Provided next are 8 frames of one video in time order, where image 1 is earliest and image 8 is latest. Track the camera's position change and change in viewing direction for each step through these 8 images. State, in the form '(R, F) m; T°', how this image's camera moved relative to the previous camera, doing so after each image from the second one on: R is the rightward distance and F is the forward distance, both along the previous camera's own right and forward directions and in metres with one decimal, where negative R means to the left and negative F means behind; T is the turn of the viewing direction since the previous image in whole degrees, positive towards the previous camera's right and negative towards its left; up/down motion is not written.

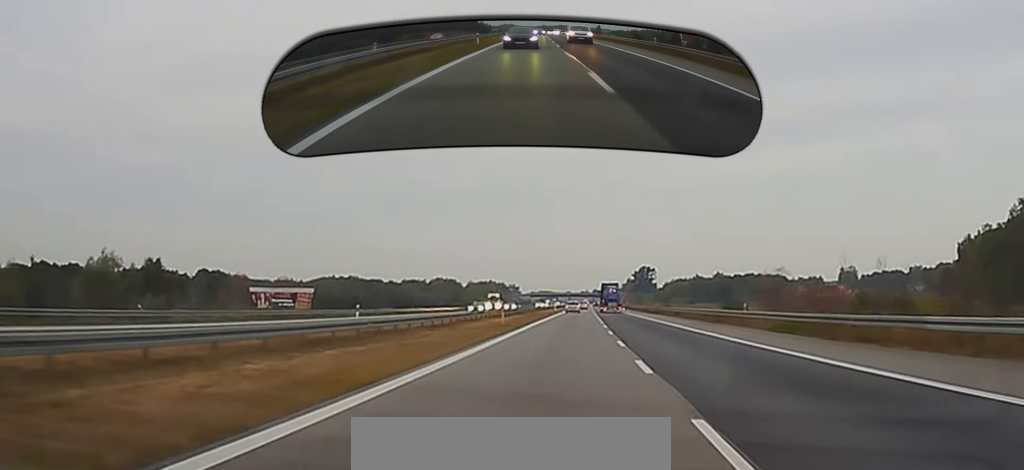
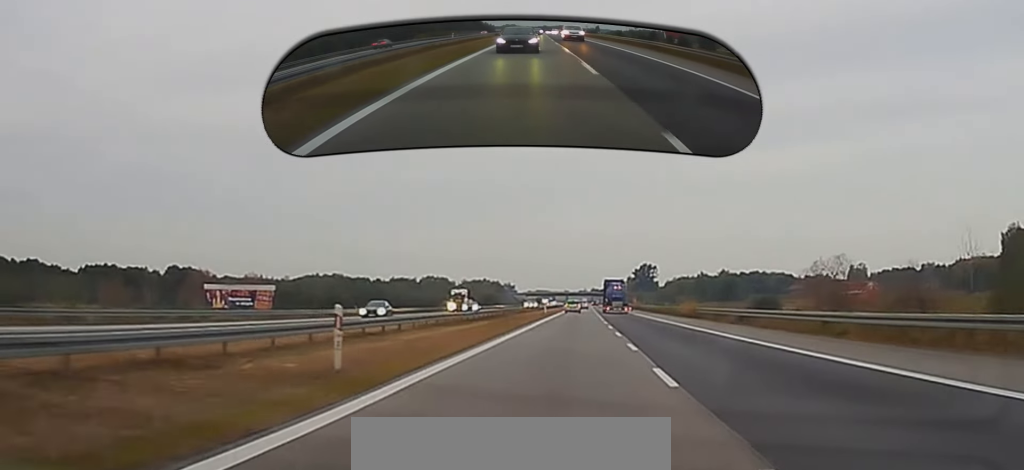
(+0.1, +39.3) m; 0°
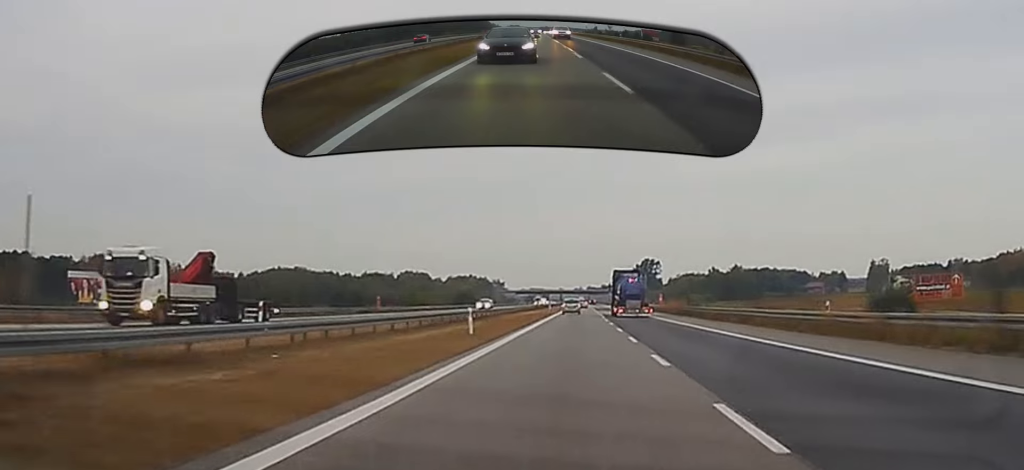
(+0.4, +79.6) m; 0°
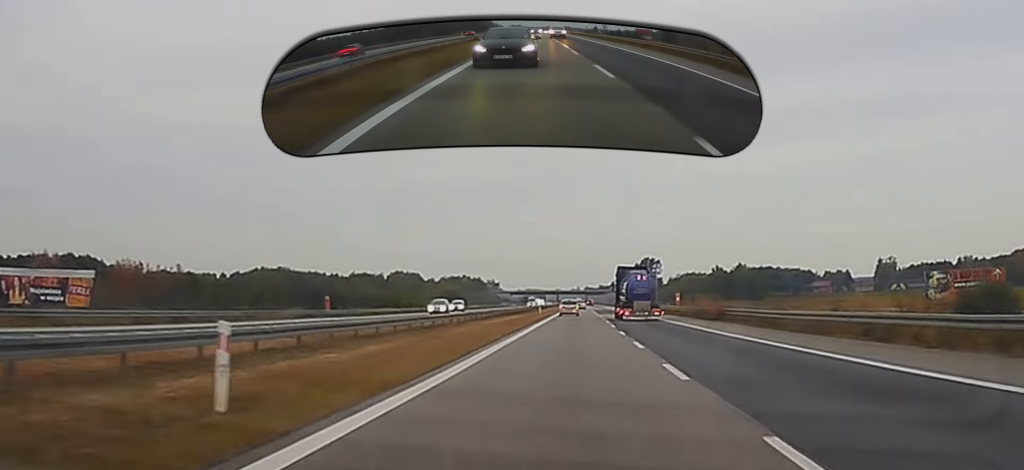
(-0.1, +27.4) m; 0°
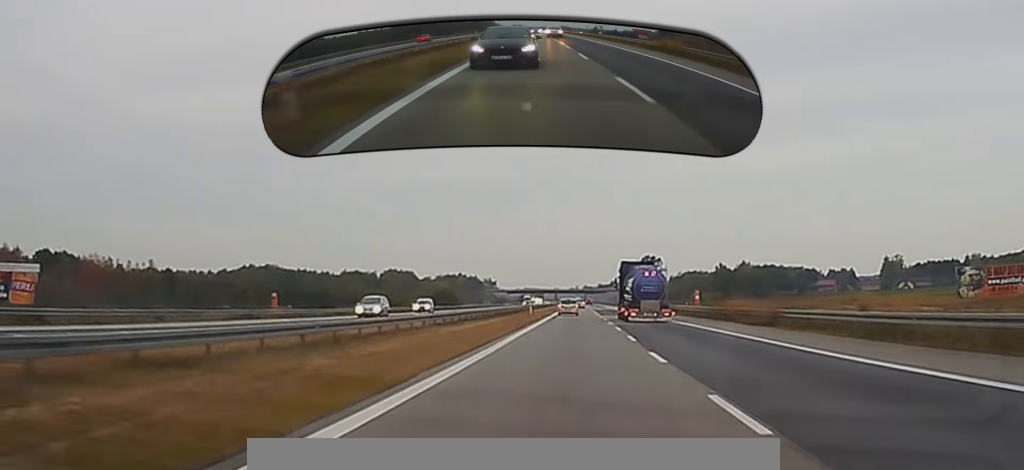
(0.0, +19.1) m; 0°
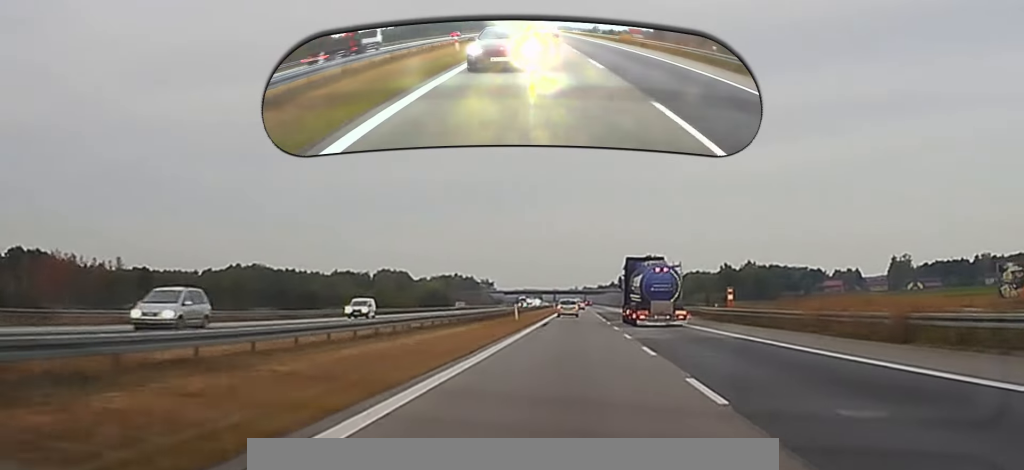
(+0.1, +20.3) m; 0°
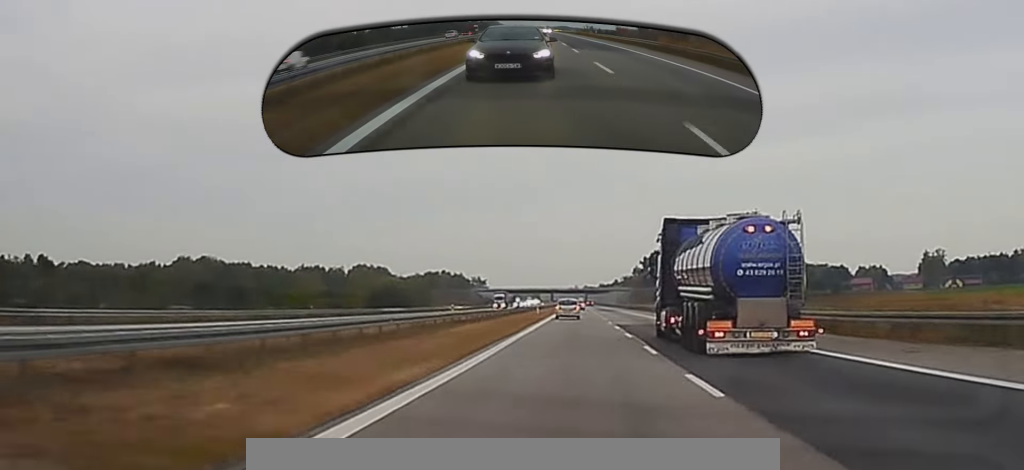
(0.0, +69.7) m; 0°
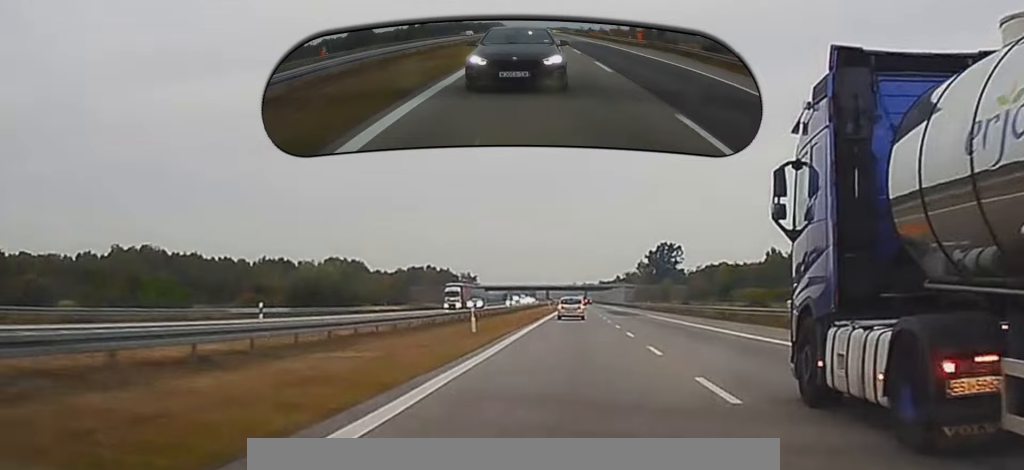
(-0.2, +61.7) m; 0°
